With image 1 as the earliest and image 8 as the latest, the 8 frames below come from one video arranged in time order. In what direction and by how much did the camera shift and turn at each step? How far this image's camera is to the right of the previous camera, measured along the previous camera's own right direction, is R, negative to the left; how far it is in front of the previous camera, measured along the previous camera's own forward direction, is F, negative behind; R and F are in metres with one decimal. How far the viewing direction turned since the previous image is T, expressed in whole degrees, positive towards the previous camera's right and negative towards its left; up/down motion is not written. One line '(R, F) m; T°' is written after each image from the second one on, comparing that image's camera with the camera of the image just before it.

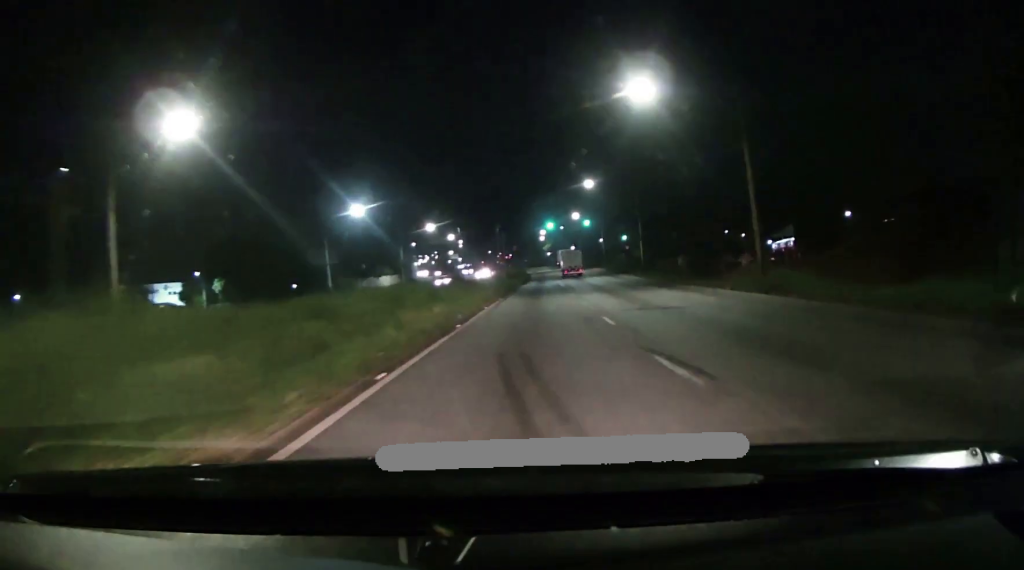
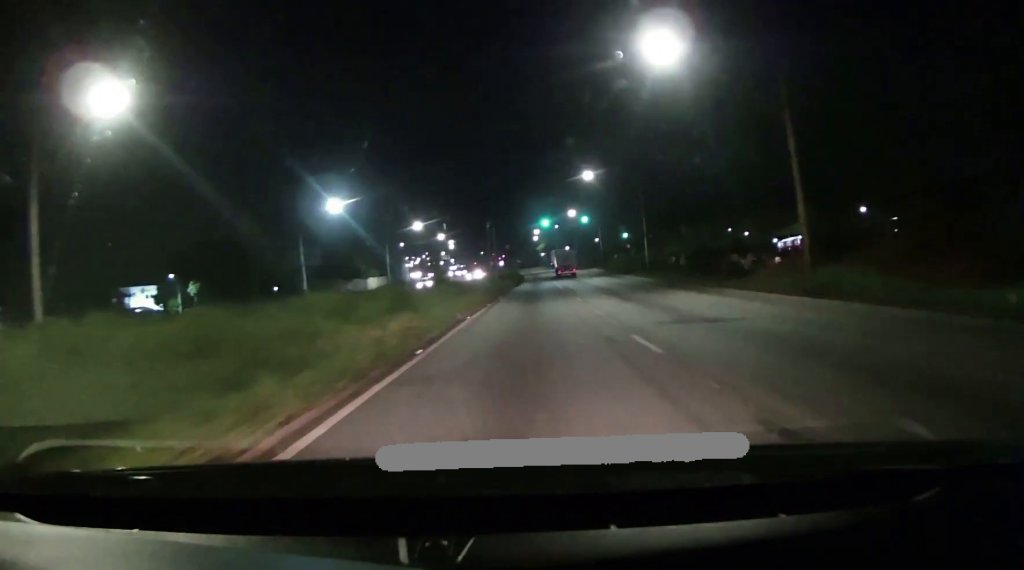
(0.0, +6.8) m; +1°
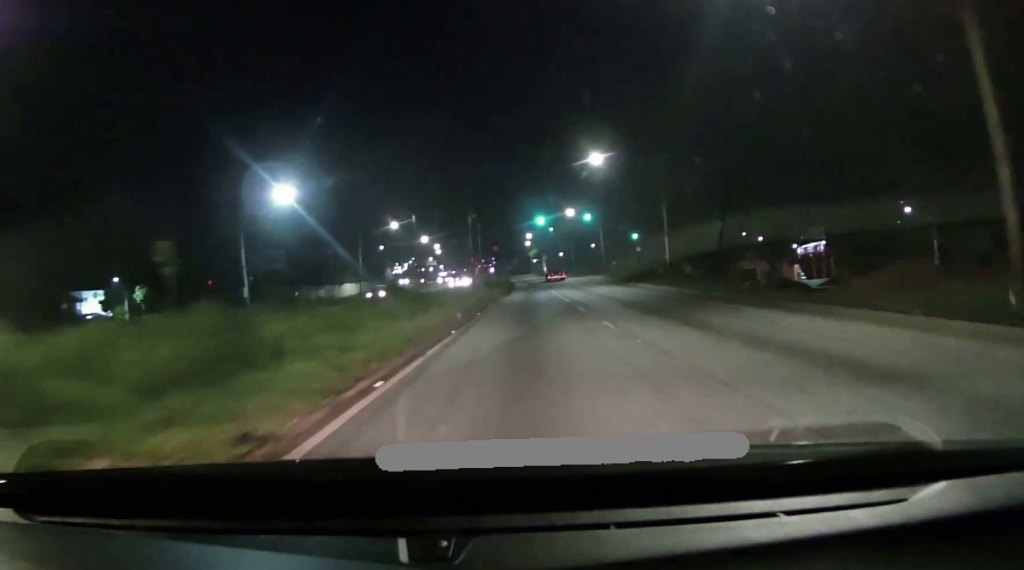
(+0.2, +14.0) m; 0°
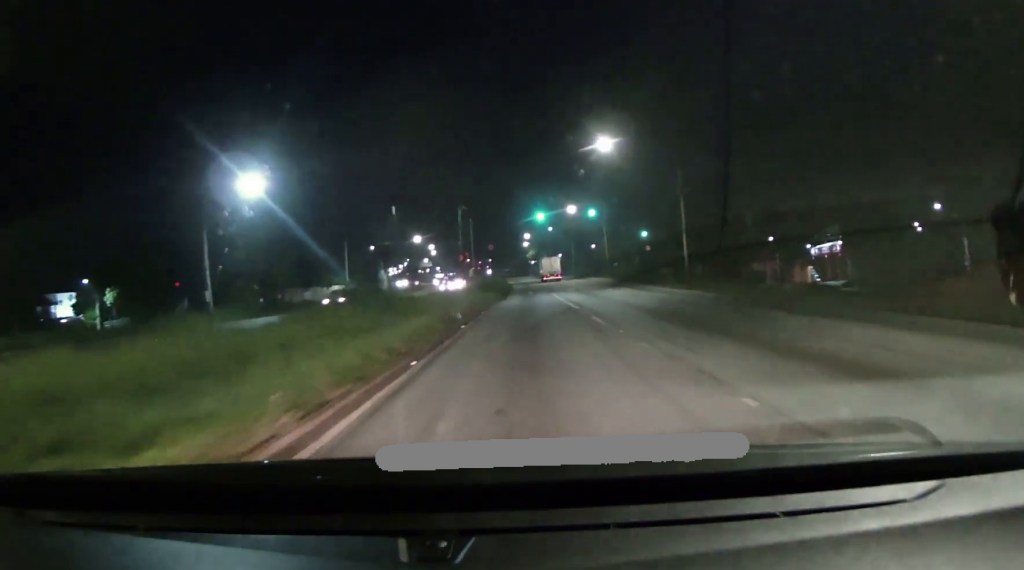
(0.0, +6.8) m; 0°
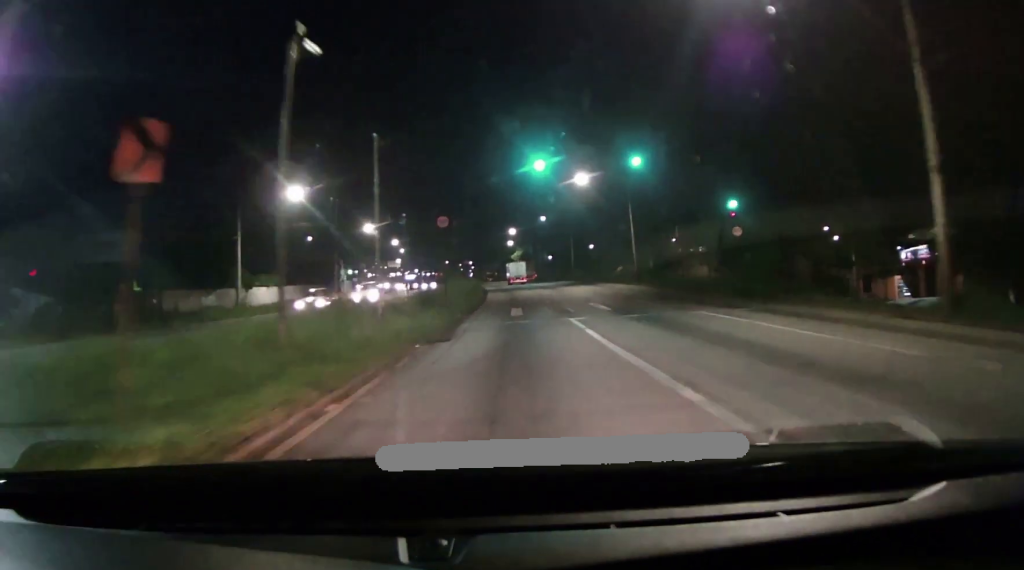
(+1.0, +29.3) m; +3°
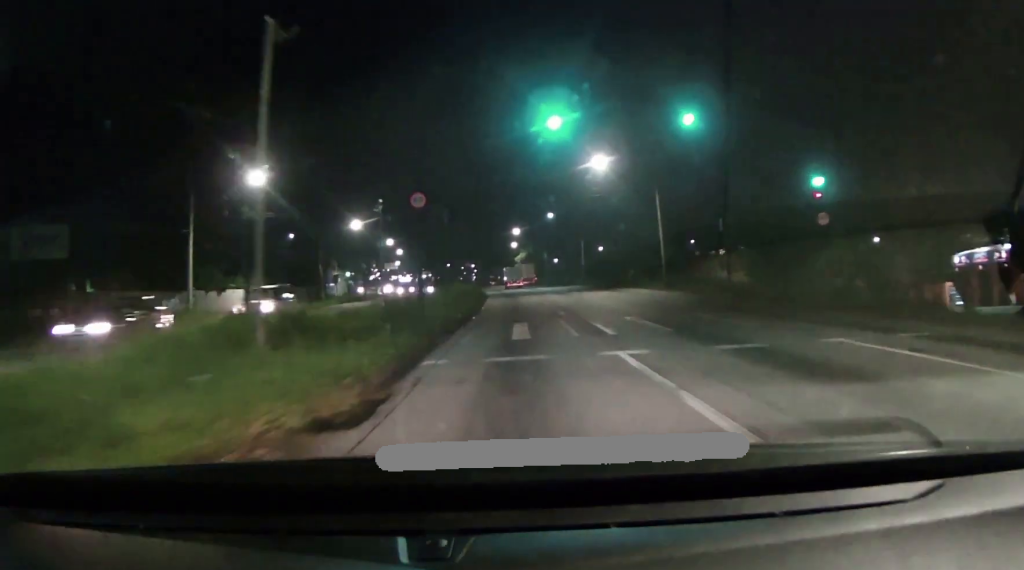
(-0.3, +9.1) m; -2°
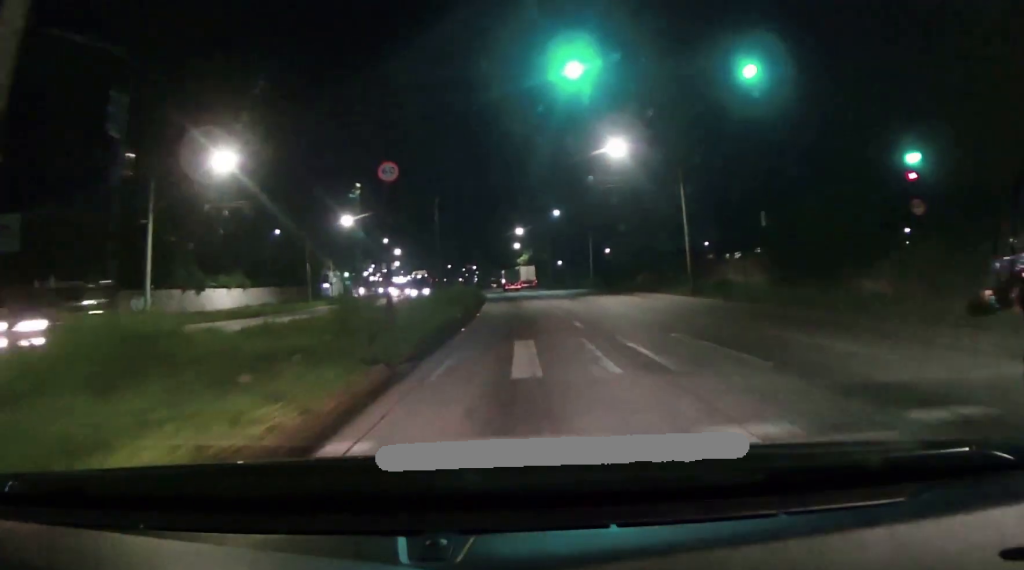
(0.0, +5.8) m; 0°
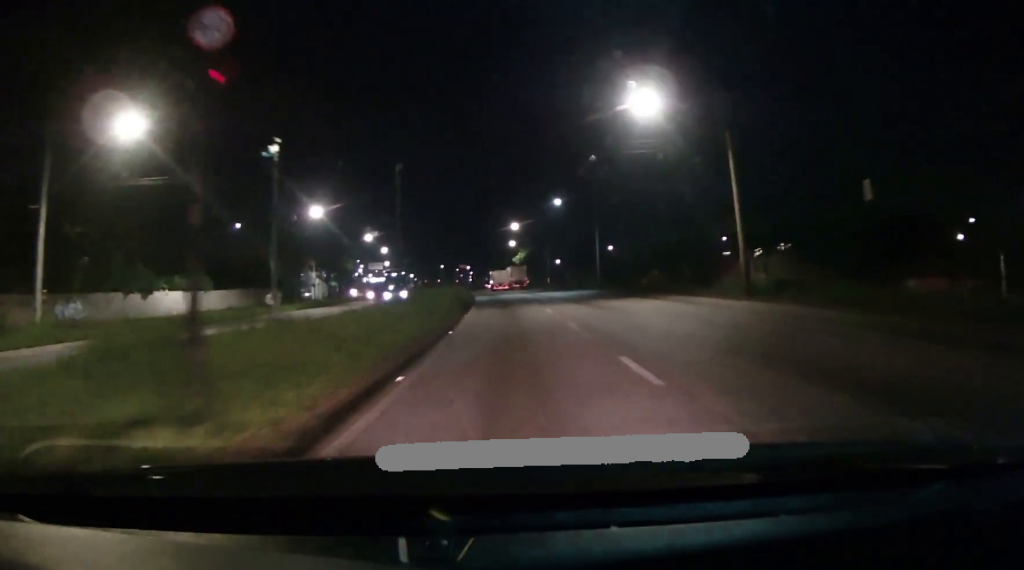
(0.0, +9.8) m; 0°
